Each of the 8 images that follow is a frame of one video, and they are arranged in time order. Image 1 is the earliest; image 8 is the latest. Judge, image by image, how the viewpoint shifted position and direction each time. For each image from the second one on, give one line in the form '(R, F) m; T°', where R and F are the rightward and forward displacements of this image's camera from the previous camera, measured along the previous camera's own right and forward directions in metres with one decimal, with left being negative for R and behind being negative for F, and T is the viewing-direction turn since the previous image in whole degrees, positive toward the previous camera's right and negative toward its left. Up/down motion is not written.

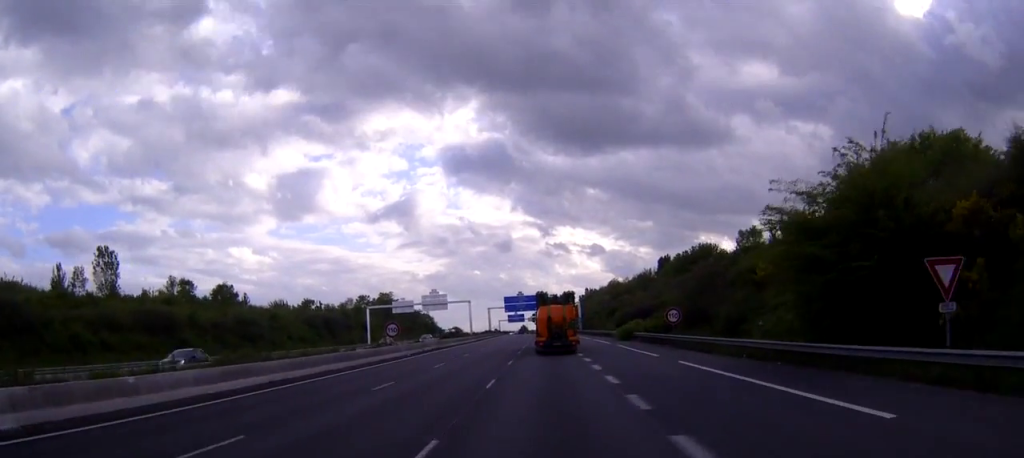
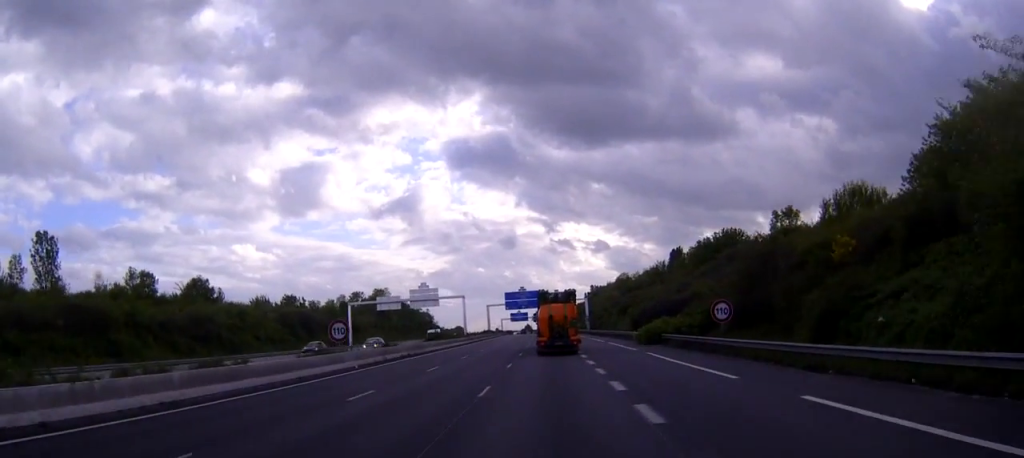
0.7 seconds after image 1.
(-0.1, +15.0) m; 0°
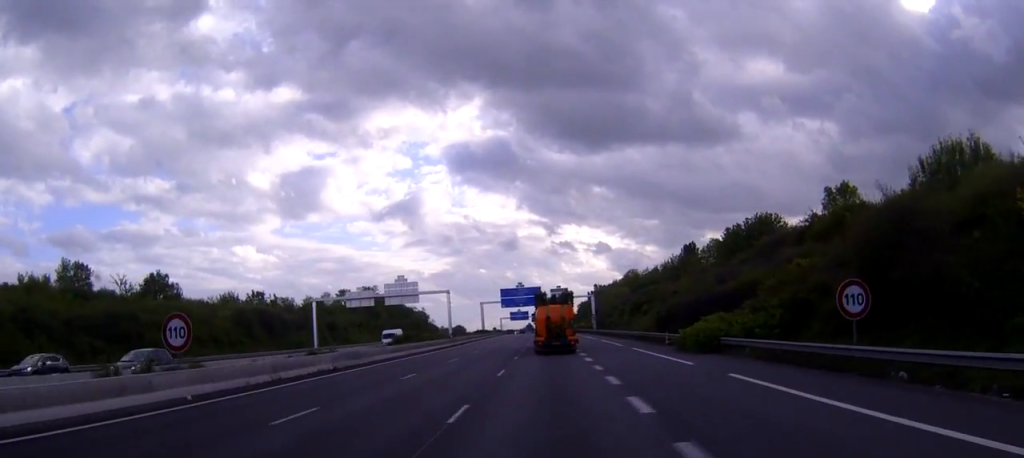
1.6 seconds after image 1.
(0.0, +18.6) m; 0°
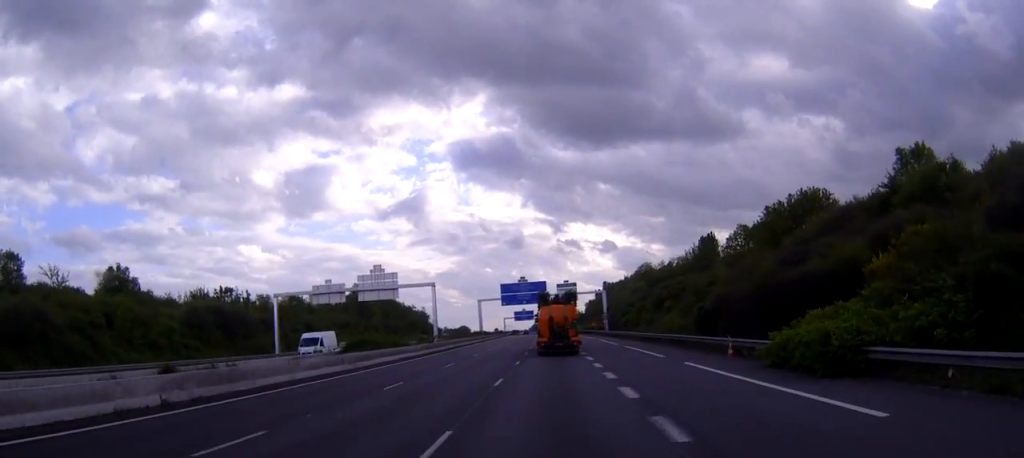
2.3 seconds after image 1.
(0.0, +16.5) m; 0°
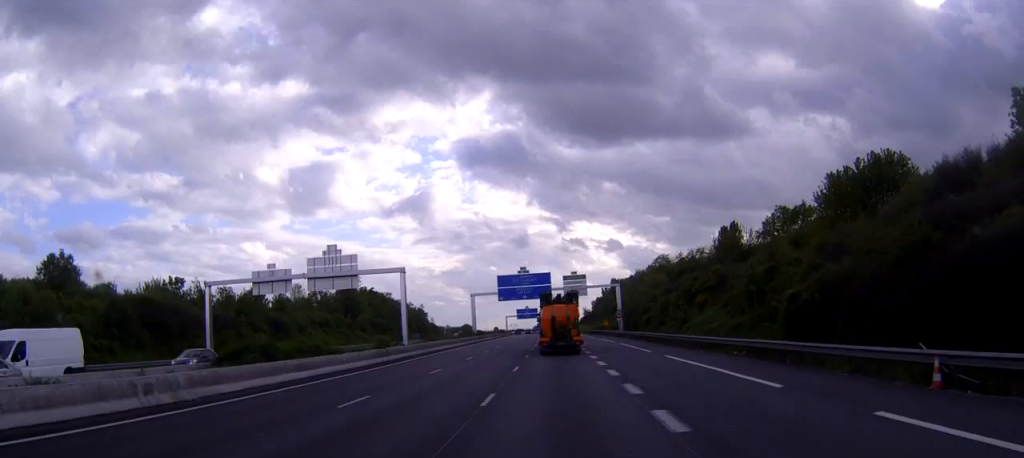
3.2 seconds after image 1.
(0.0, +18.7) m; 0°
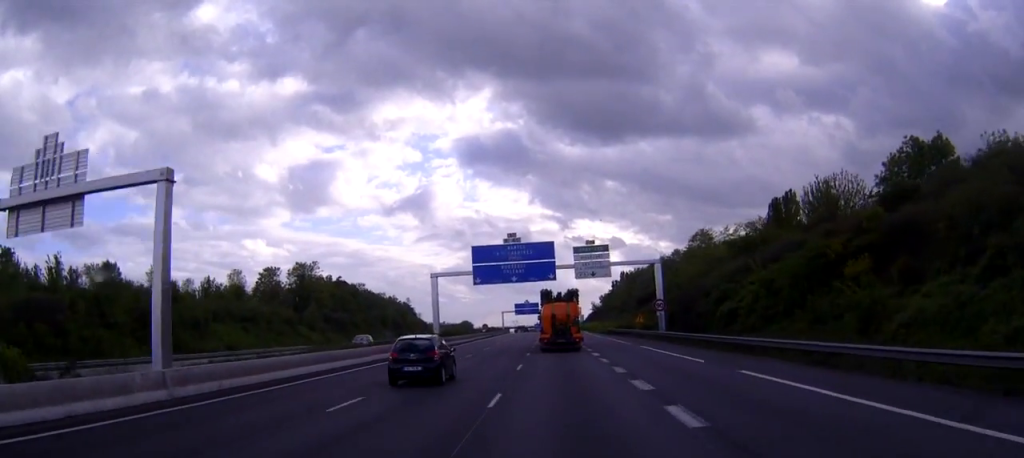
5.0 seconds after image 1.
(-0.2, +39.6) m; -1°
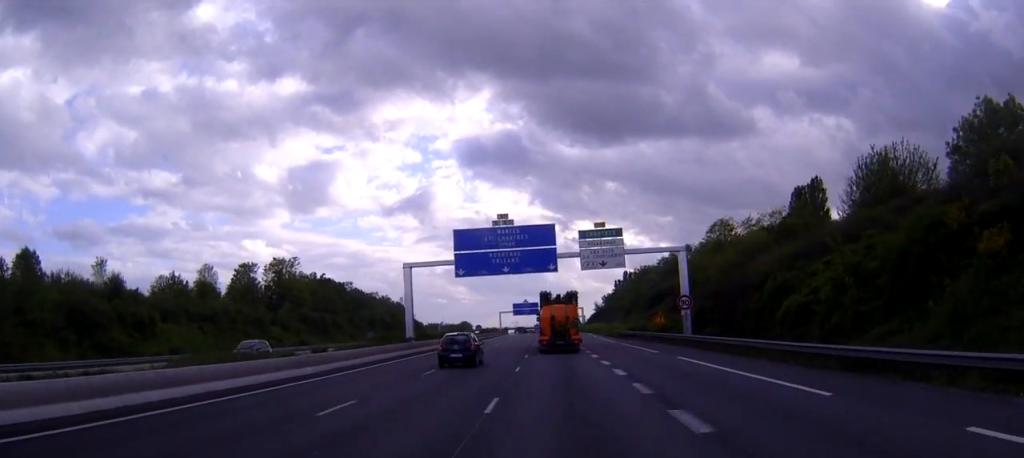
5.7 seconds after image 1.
(0.0, +13.8) m; 0°
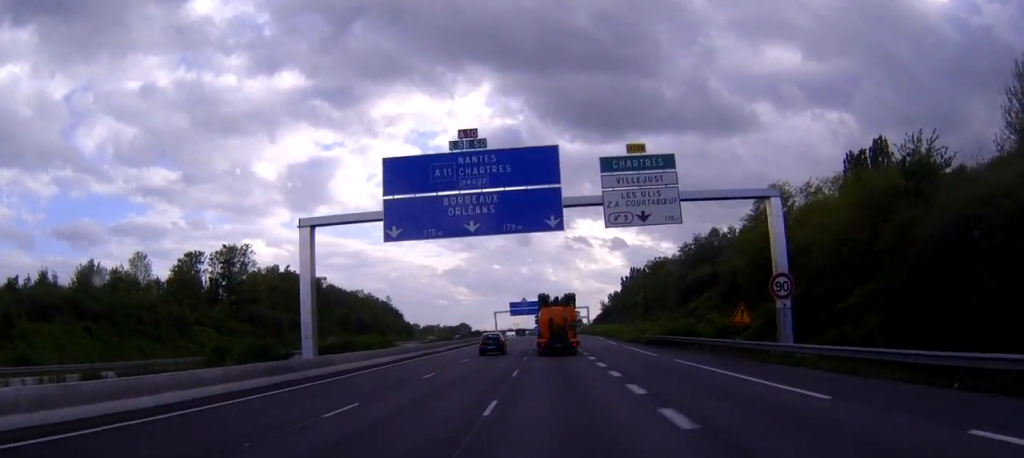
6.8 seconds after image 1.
(-0.1, +25.5) m; 0°
